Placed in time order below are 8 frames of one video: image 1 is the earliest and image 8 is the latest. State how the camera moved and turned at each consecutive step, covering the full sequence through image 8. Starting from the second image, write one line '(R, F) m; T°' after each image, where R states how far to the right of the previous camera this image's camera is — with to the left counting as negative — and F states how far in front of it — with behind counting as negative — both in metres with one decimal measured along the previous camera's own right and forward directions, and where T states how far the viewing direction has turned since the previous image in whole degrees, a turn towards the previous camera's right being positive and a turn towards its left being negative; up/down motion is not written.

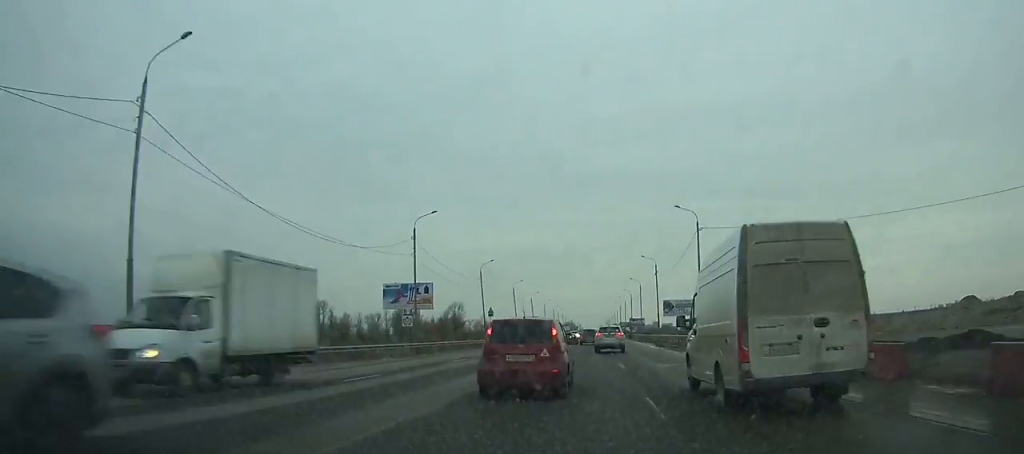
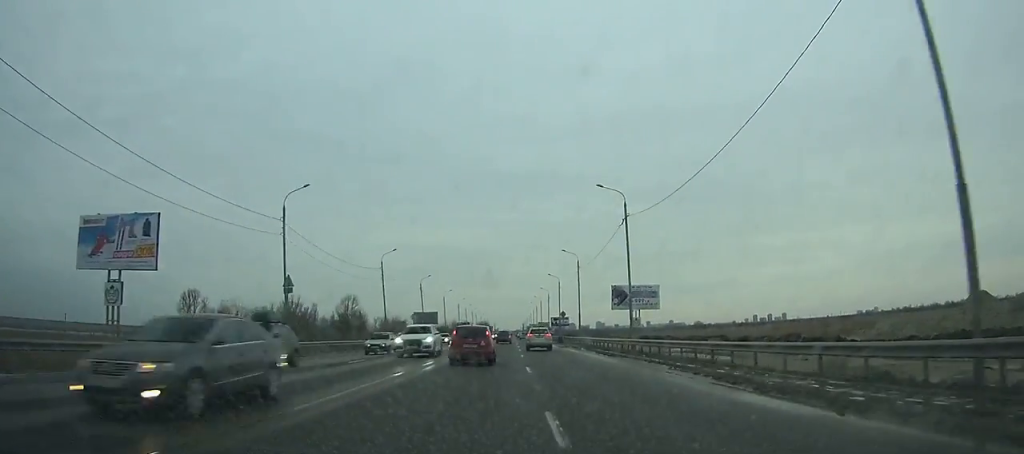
(+1.4, +39.4) m; +1°
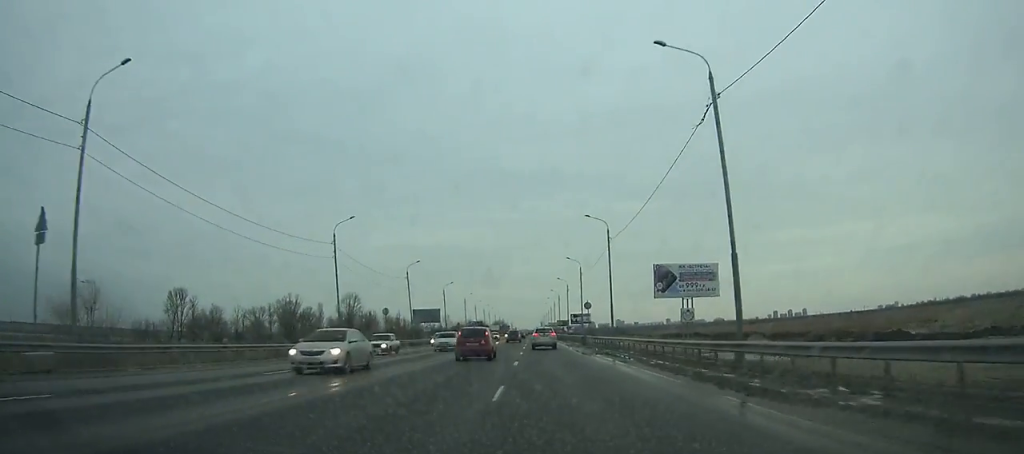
(+0.1, +20.2) m; 0°
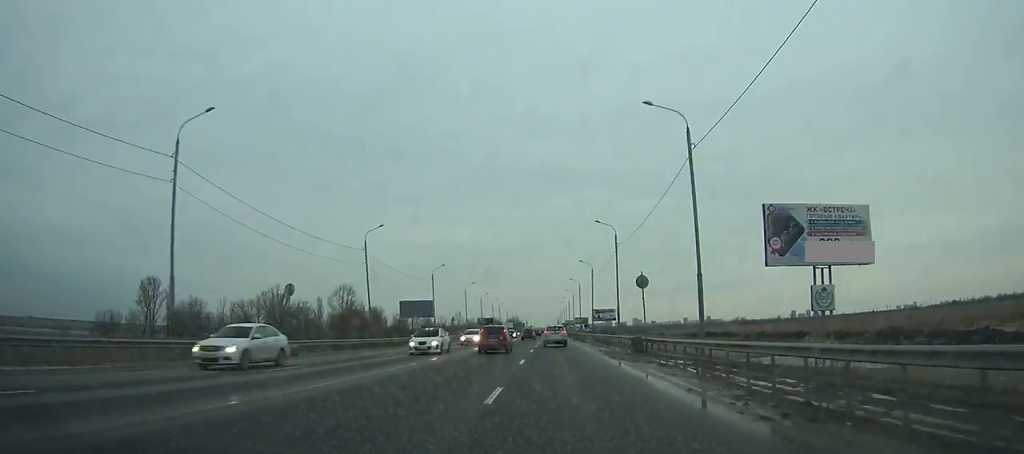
(-0.3, +24.4) m; -1°
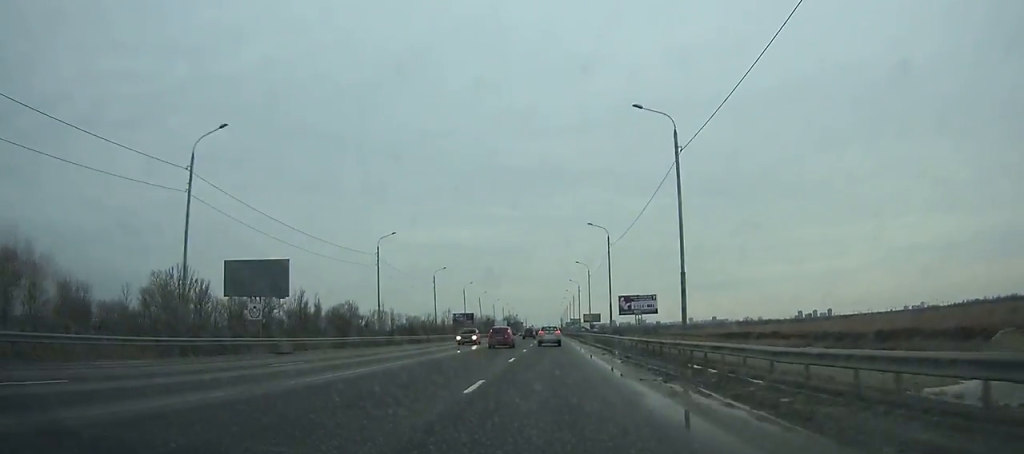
(-0.7, +58.1) m; -1°
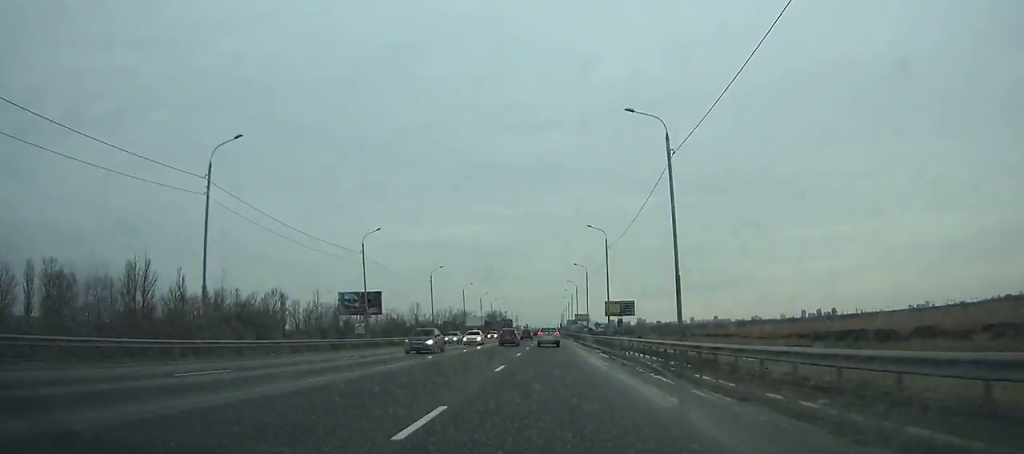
(-0.3, +89.7) m; 0°
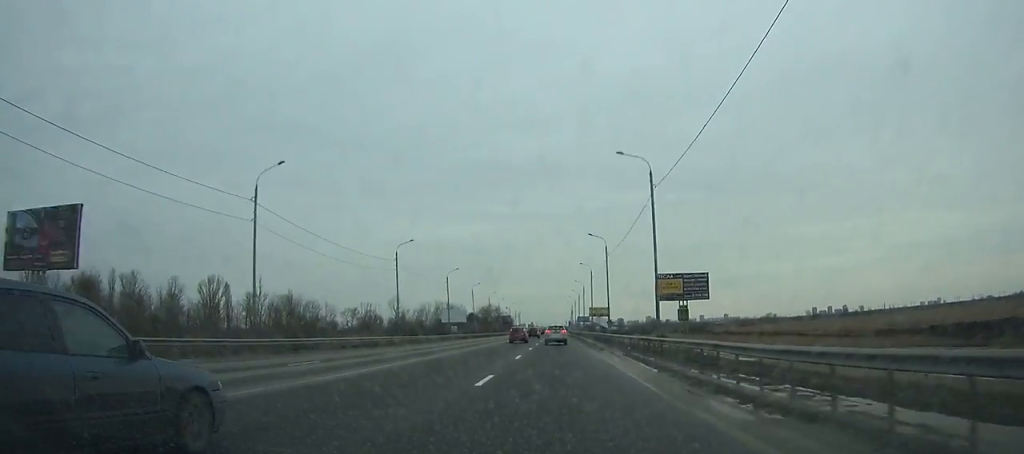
(+0.2, +55.2) m; 0°
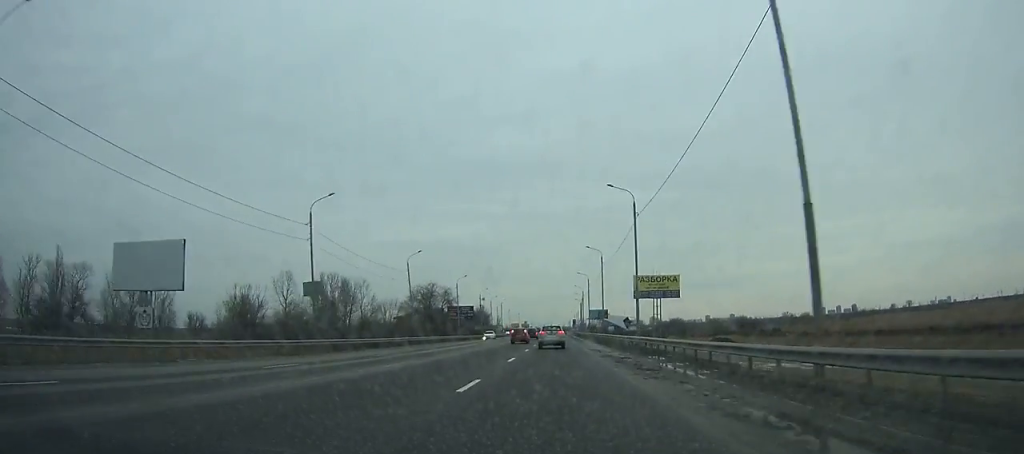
(0.0, +108.4) m; 0°
